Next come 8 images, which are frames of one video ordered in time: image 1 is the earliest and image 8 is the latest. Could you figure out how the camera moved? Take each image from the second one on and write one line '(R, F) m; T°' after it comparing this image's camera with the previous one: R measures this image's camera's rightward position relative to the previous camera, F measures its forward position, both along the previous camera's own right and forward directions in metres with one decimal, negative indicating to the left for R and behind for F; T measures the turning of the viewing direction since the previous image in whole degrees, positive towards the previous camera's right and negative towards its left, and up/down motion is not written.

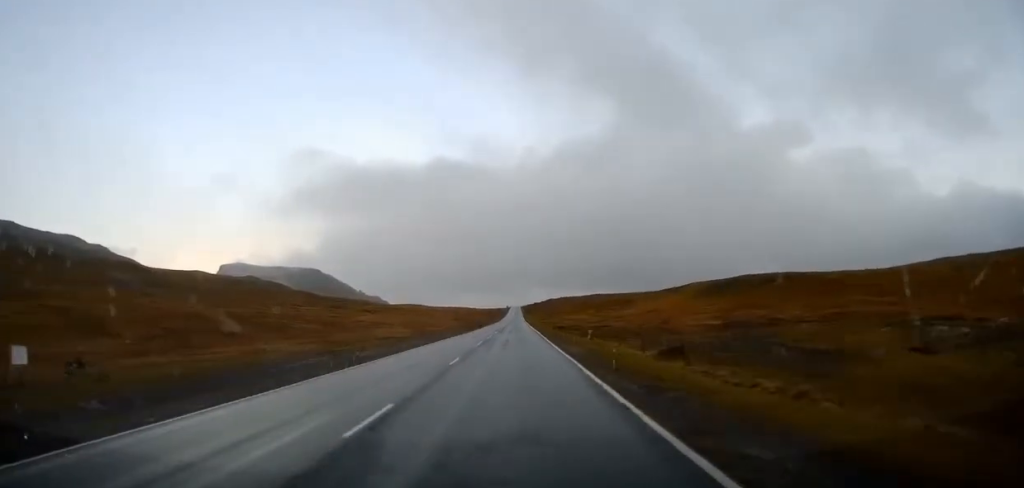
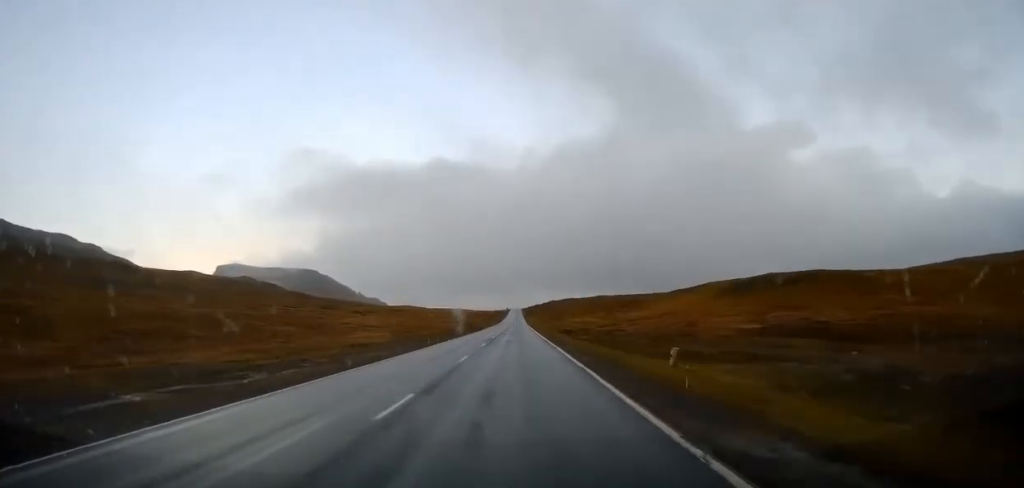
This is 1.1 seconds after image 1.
(0.0, +21.0) m; 0°
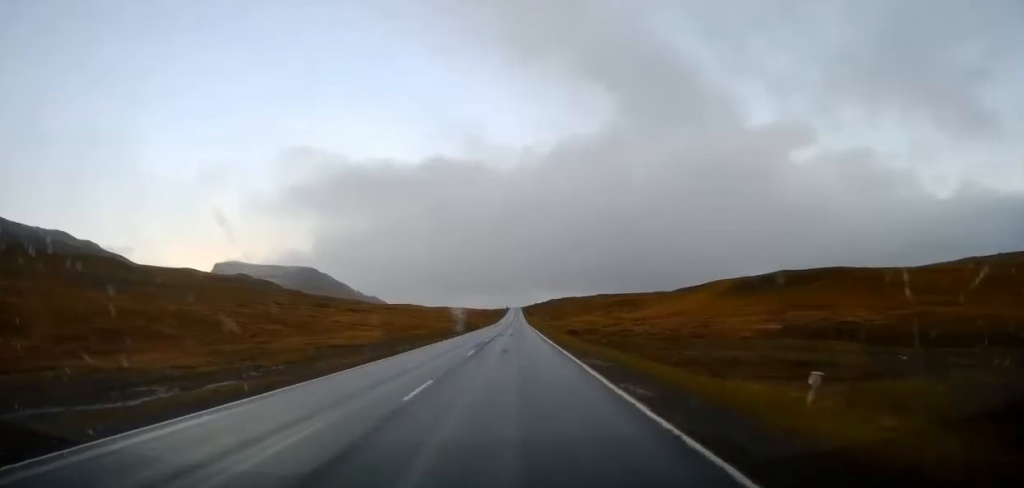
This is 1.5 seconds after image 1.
(0.0, +9.3) m; 0°
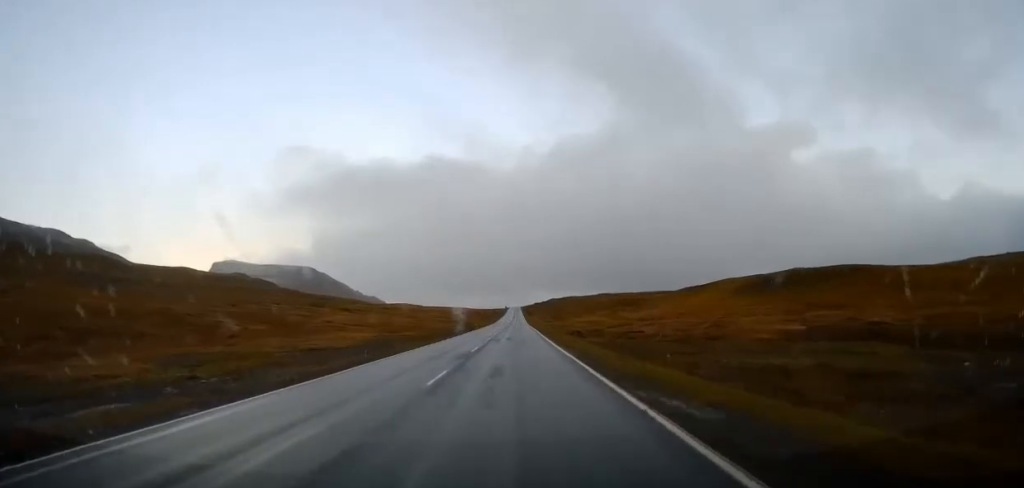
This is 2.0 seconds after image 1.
(0.0, +9.3) m; 0°
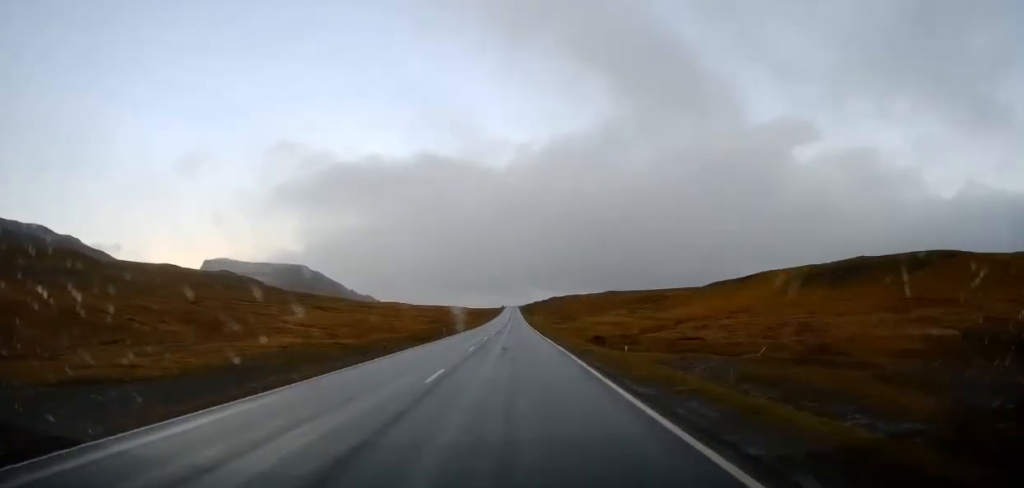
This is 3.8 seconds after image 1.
(+0.2, +36.3) m; 0°
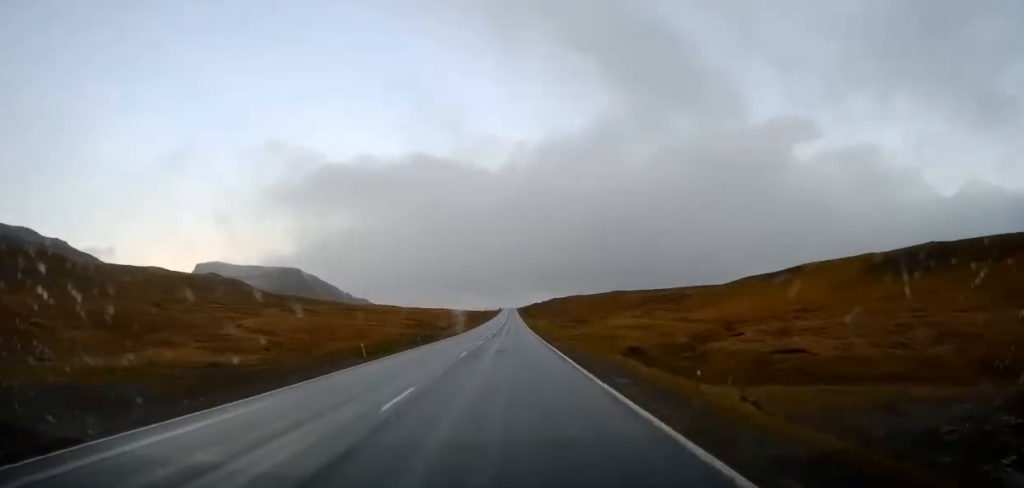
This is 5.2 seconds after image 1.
(-0.4, +28.4) m; -1°
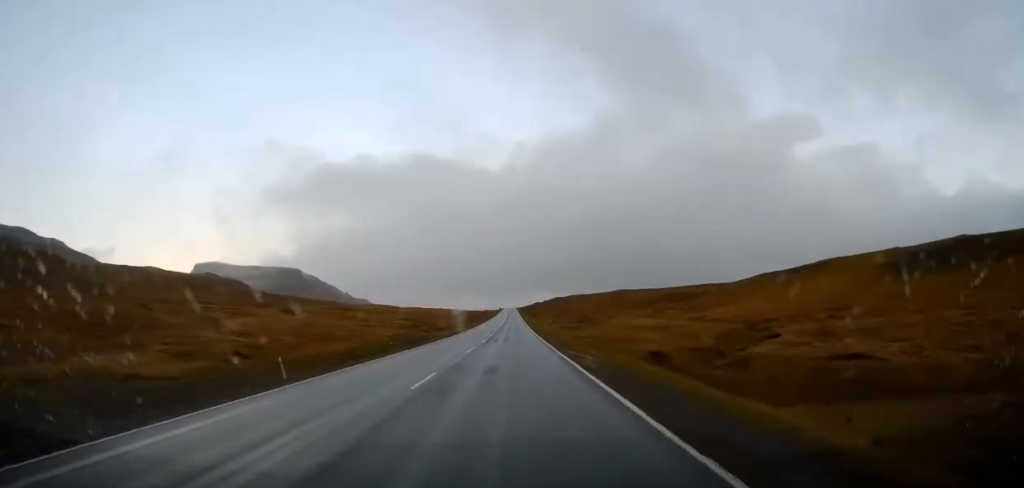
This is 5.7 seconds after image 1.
(0.0, +9.5) m; 0°
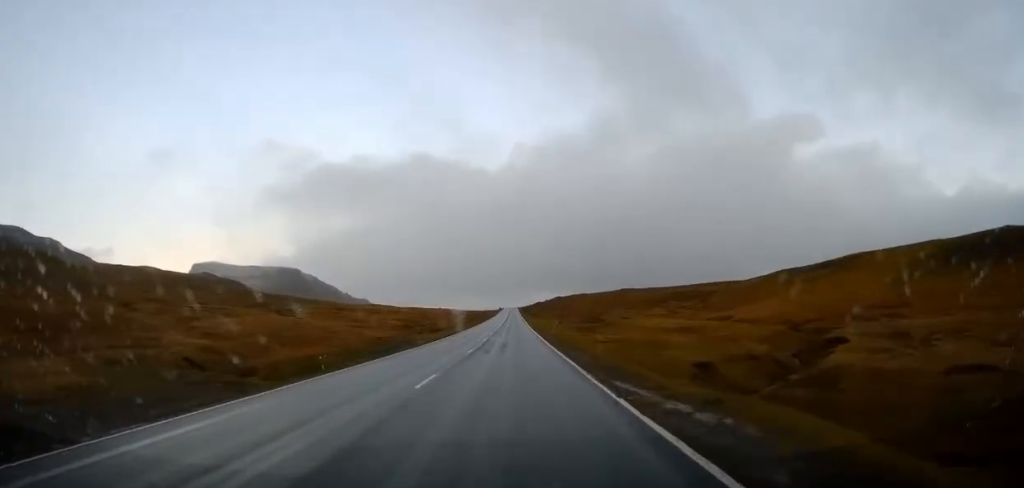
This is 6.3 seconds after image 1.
(+0.1, +12.2) m; 0°
